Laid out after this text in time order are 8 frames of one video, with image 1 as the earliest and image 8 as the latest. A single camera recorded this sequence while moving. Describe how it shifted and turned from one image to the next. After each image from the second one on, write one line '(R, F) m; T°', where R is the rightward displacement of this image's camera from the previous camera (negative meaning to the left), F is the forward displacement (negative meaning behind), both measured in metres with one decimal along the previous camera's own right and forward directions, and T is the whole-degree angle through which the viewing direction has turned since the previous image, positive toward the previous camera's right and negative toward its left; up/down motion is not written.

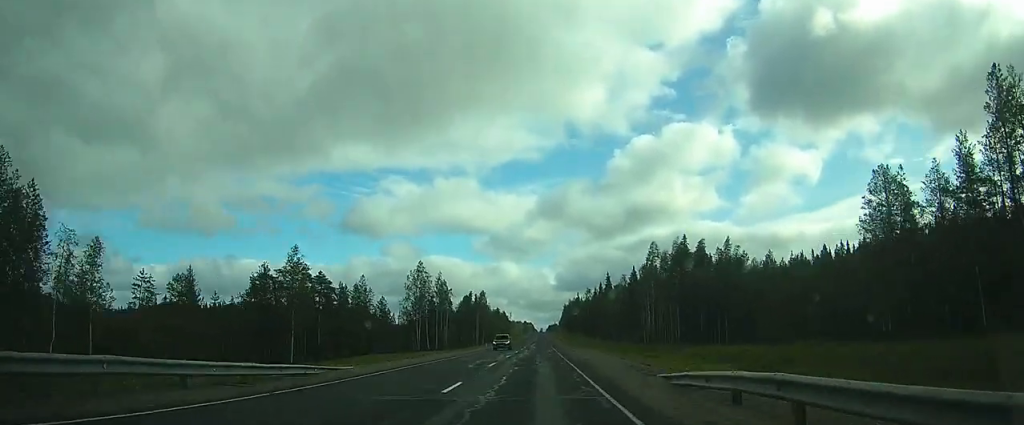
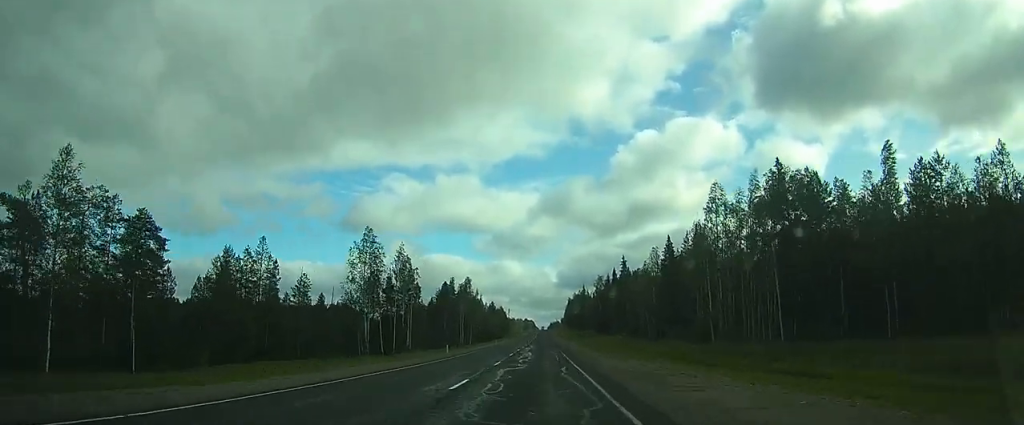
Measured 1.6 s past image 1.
(0.0, +35.7) m; 0°
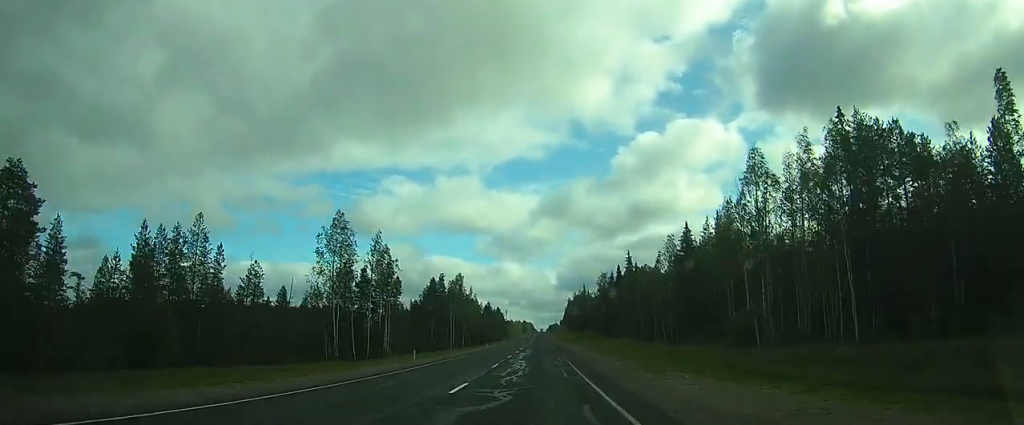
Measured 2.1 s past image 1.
(0.0, +12.1) m; 0°
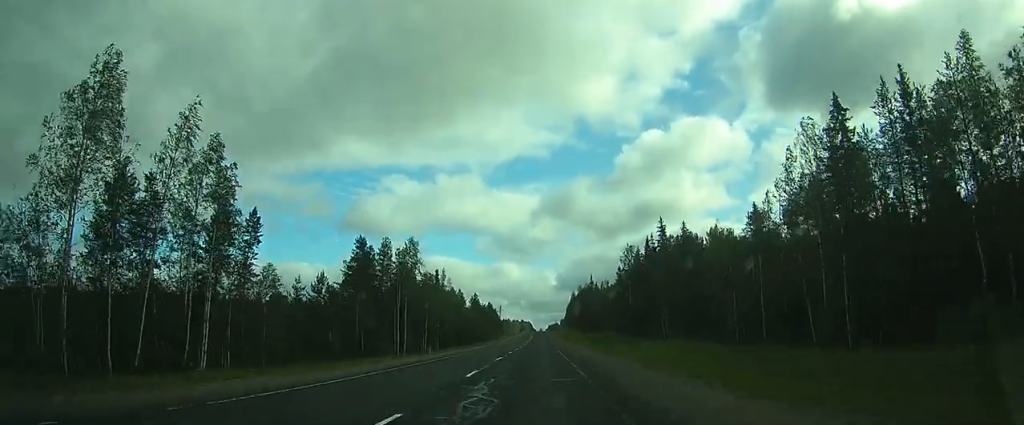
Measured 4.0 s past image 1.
(-0.3, +42.9) m; 0°
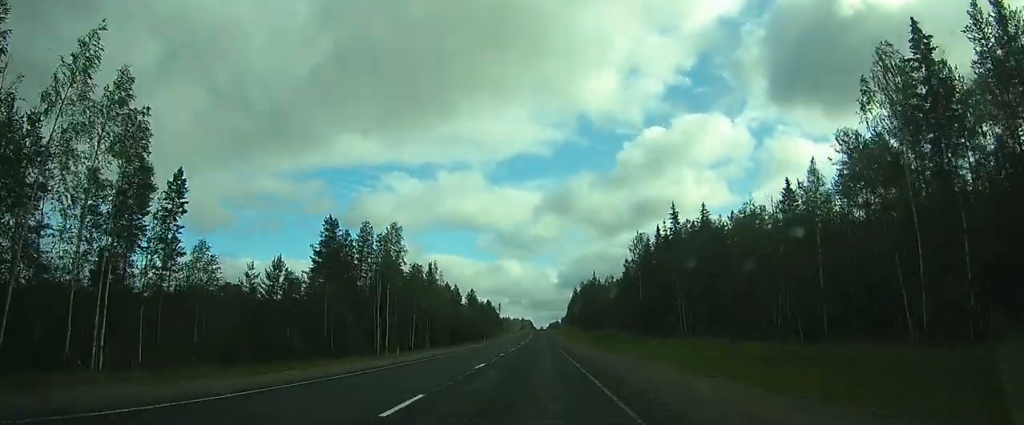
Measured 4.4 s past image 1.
(+0.1, +9.9) m; 0°
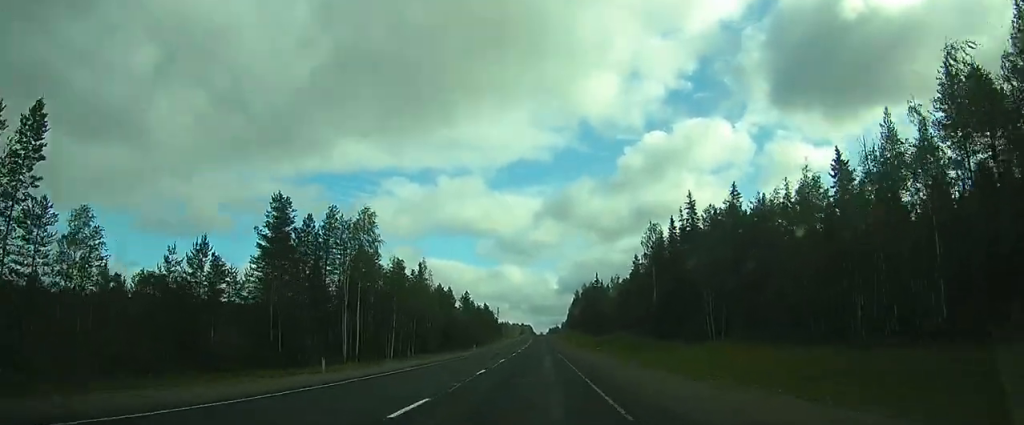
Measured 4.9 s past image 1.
(0.0, +11.3) m; 0°
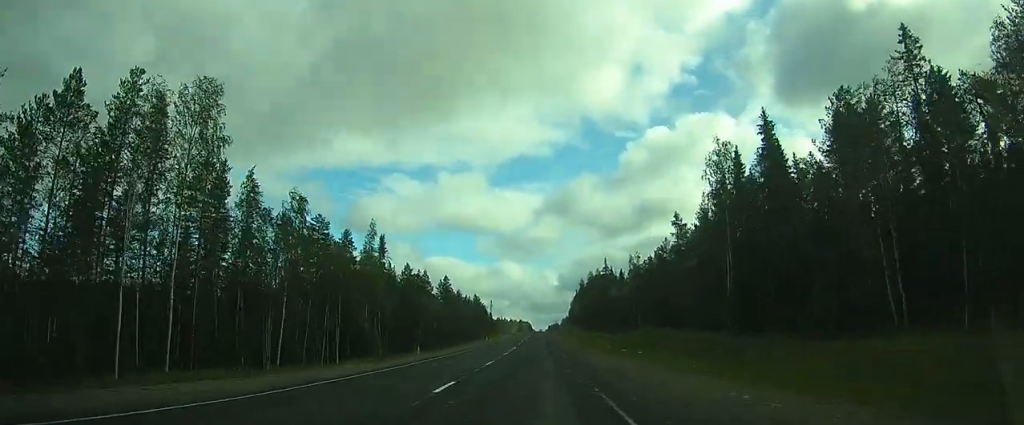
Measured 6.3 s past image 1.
(+0.2, +32.1) m; 0°
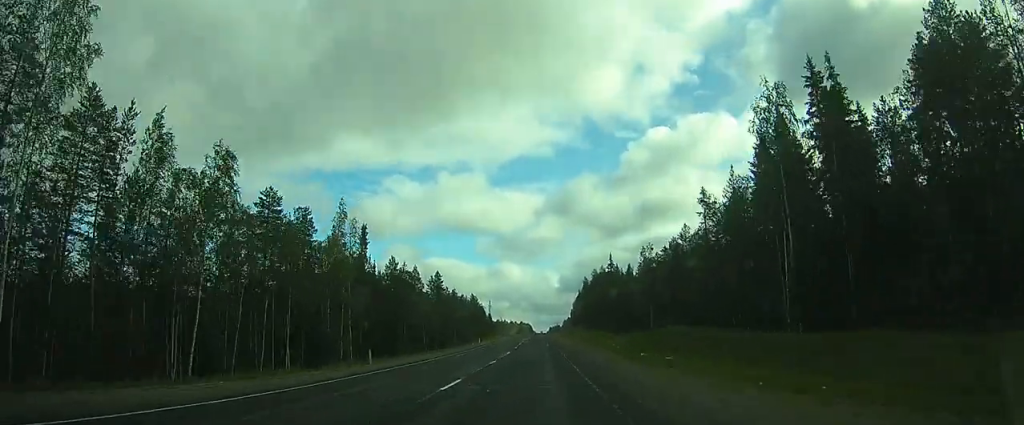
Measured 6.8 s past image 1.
(+0.1, +11.5) m; -1°
